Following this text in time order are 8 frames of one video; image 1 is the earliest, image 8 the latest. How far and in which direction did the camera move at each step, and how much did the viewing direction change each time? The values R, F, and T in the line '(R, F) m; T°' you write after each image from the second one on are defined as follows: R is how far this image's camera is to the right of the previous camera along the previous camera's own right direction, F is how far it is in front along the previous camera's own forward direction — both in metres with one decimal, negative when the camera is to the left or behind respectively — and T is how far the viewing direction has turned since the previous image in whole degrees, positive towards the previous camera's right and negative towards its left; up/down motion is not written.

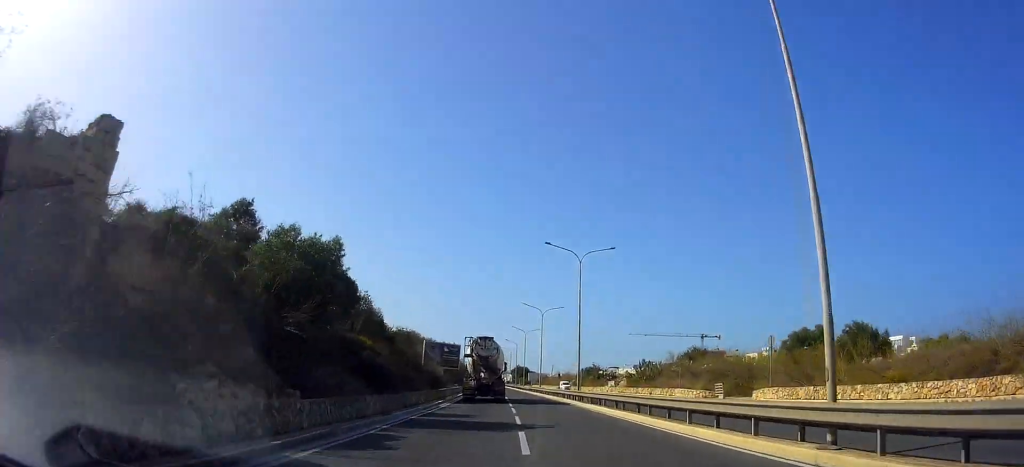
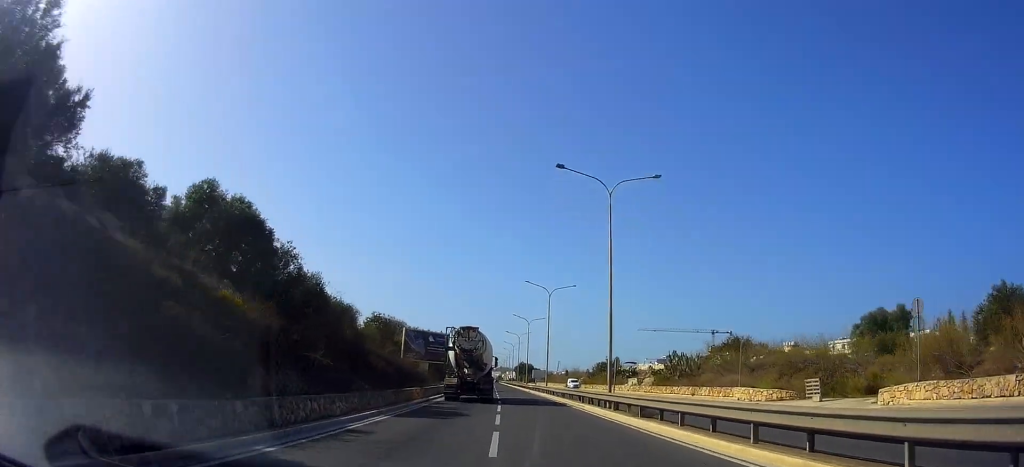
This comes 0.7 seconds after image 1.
(+0.4, +13.2) m; +1°
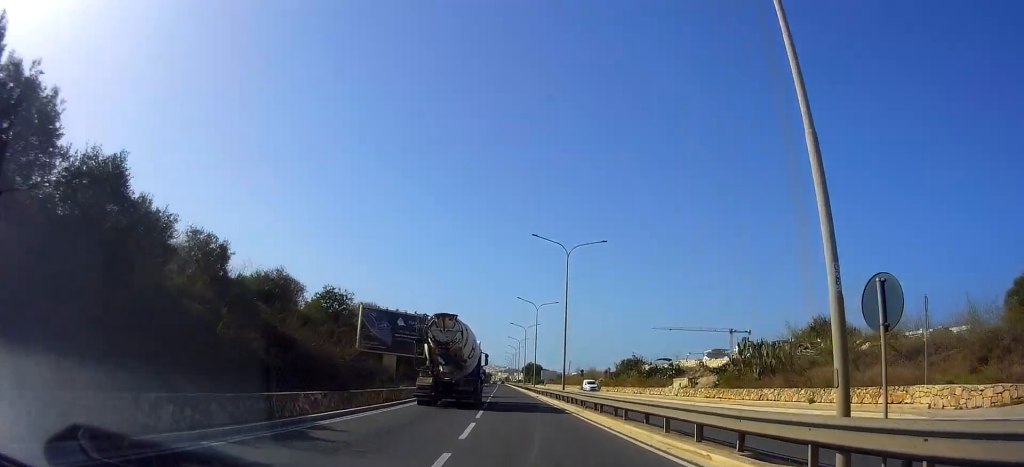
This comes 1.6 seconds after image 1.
(+0.2, +17.1) m; -1°
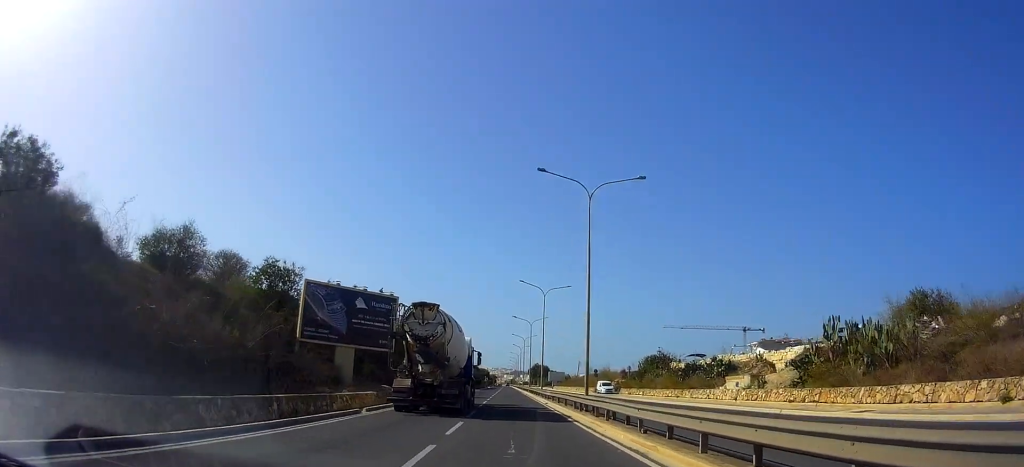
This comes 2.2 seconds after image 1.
(0.0, +11.5) m; -2°
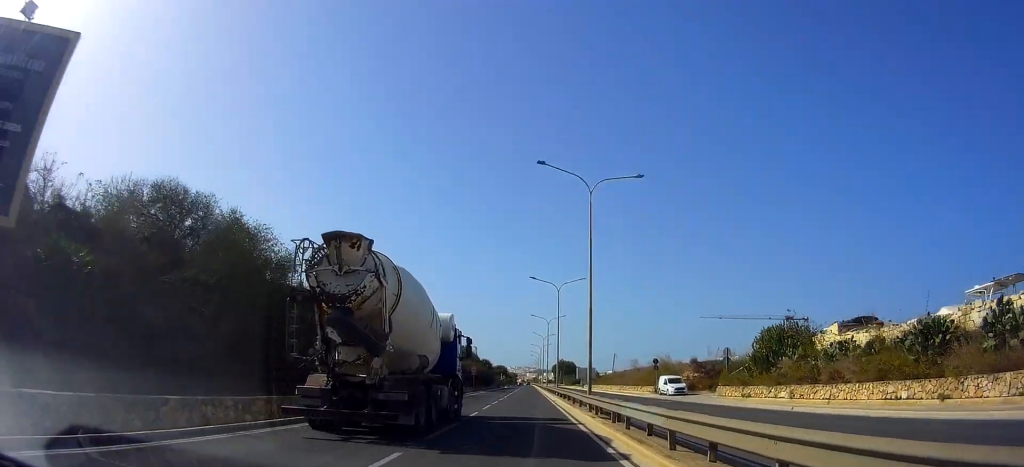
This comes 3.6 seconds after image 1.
(-1.0, +26.9) m; -1°
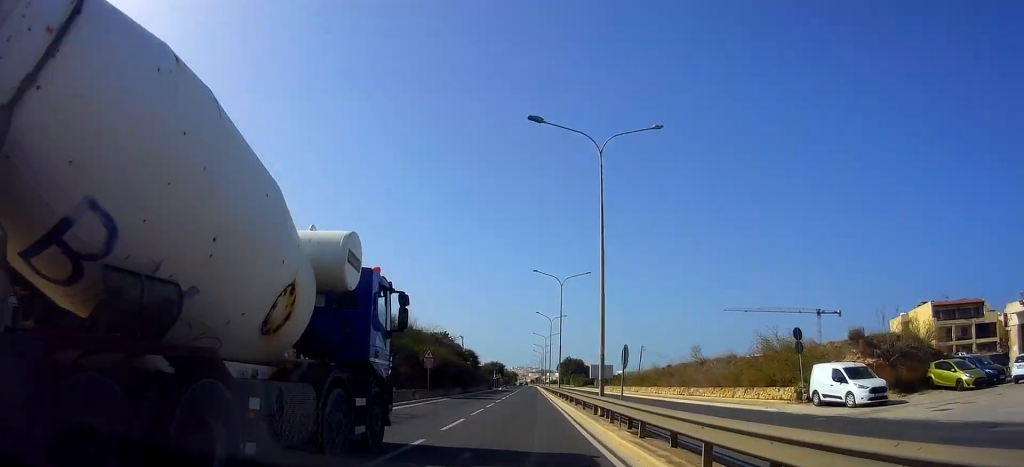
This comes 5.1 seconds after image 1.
(+0.7, +30.1) m; 0°
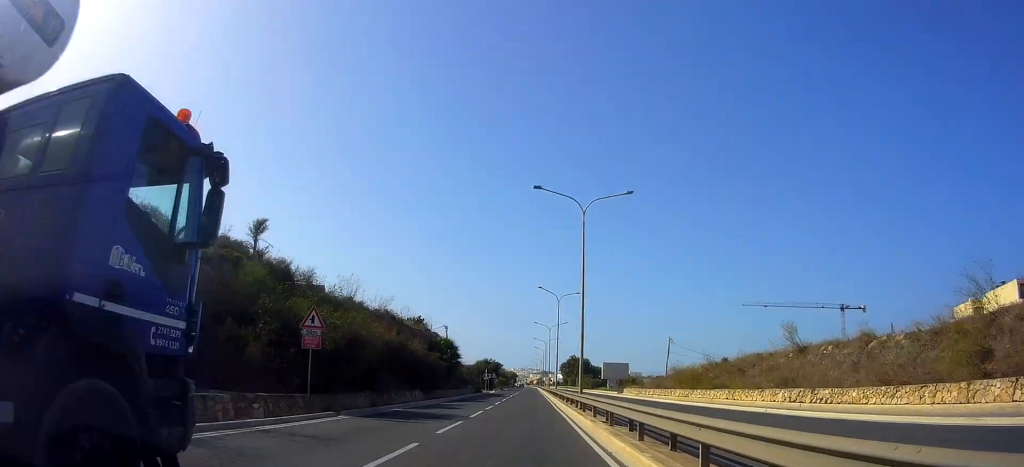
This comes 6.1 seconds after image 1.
(-0.6, +19.6) m; -2°
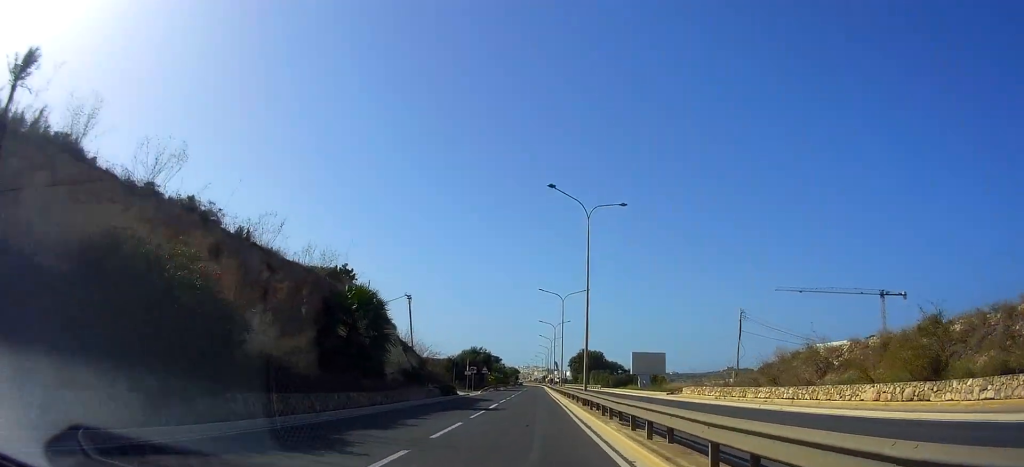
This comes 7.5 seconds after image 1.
(-0.3, +26.7) m; -1°
